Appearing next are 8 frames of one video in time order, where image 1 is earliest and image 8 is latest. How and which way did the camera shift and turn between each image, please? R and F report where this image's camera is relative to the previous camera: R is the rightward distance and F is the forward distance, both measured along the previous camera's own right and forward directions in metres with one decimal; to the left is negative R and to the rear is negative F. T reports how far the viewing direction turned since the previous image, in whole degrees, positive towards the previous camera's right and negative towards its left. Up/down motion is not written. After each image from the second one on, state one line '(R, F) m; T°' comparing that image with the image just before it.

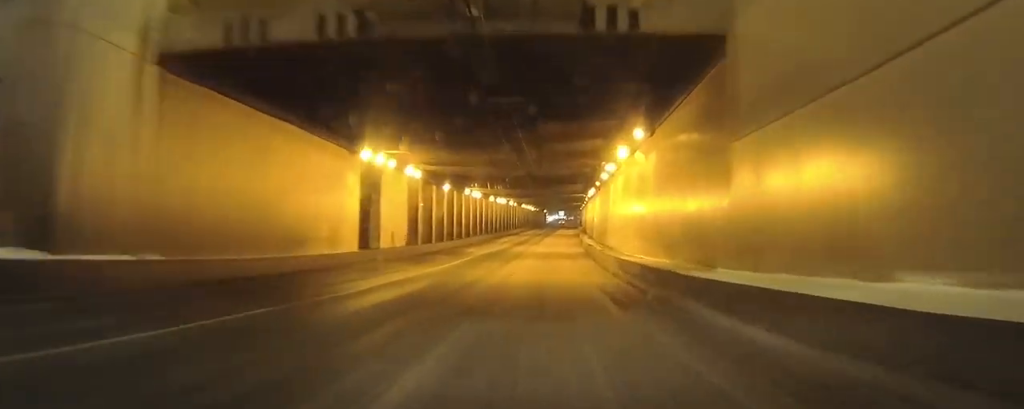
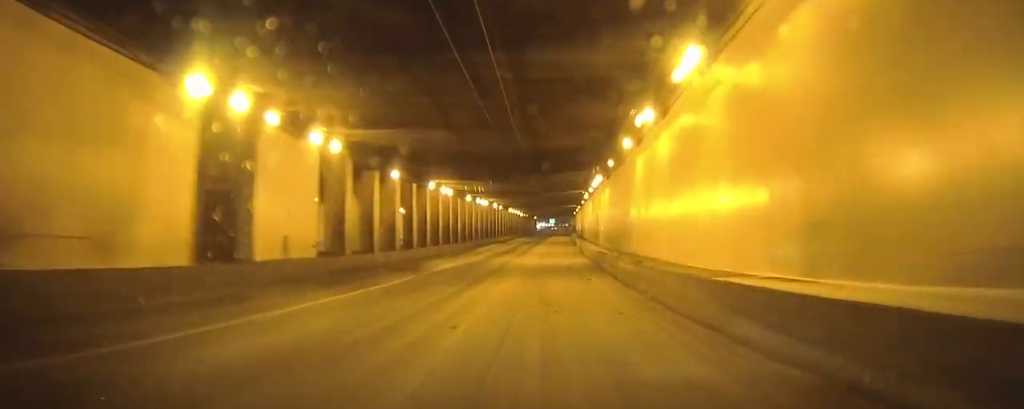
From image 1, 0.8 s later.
(+0.1, +12.4) m; 0°
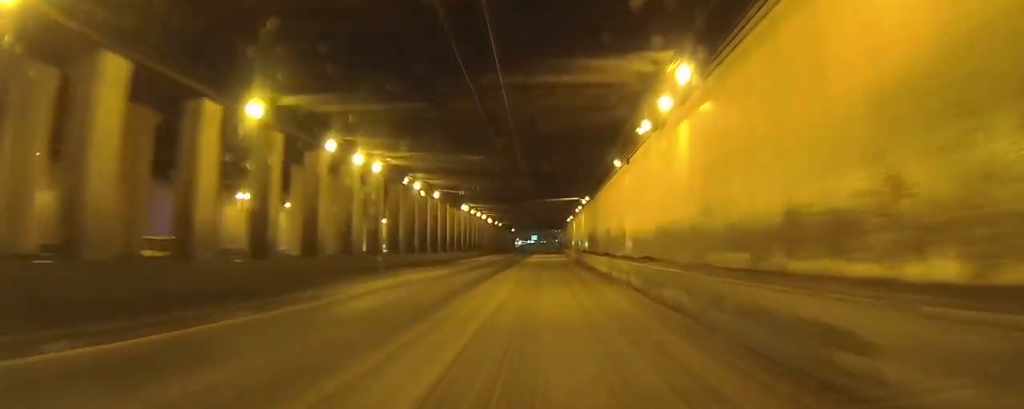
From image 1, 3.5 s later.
(-0.2, +39.9) m; 0°
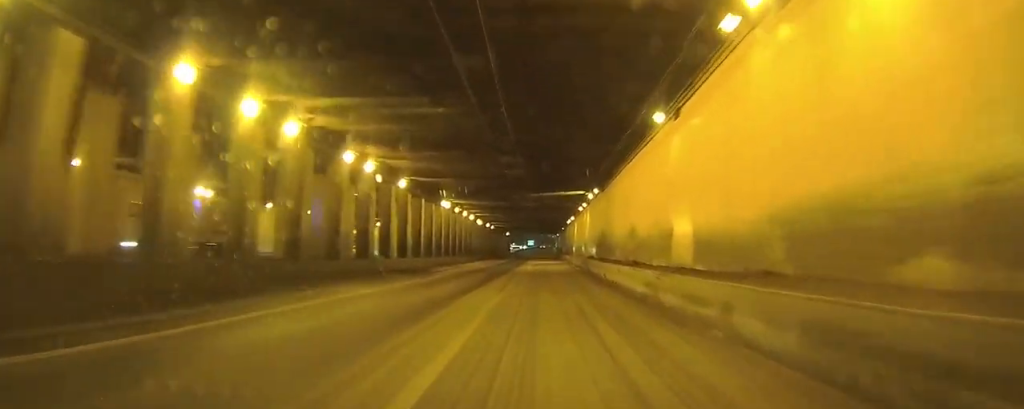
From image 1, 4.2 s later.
(0.0, +9.8) m; 0°
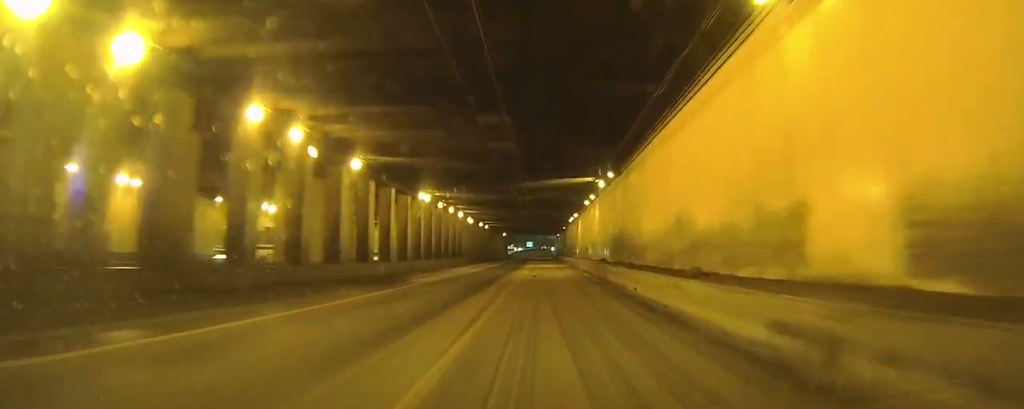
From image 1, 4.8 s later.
(0.0, +8.4) m; 0°
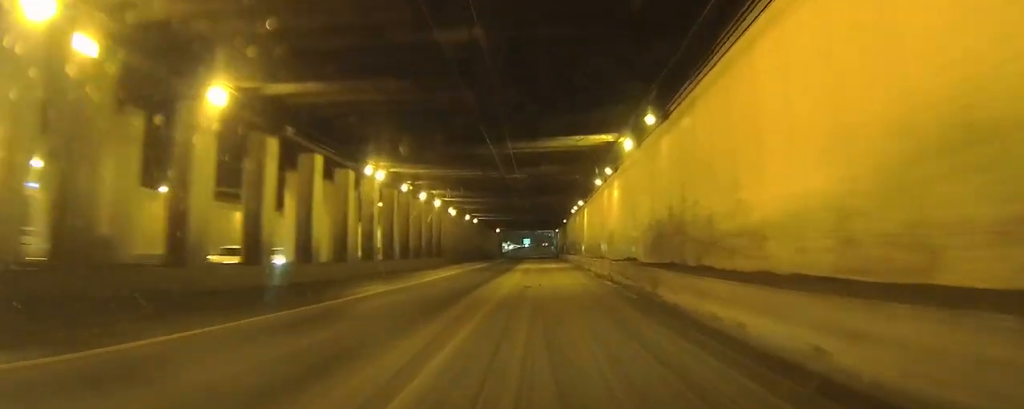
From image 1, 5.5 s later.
(0.0, +11.3) m; 0°
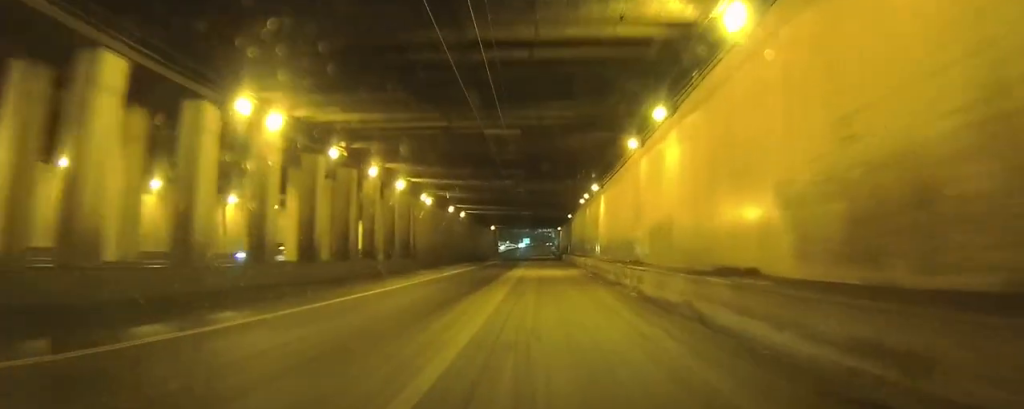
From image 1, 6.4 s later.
(0.0, +12.3) m; 0°
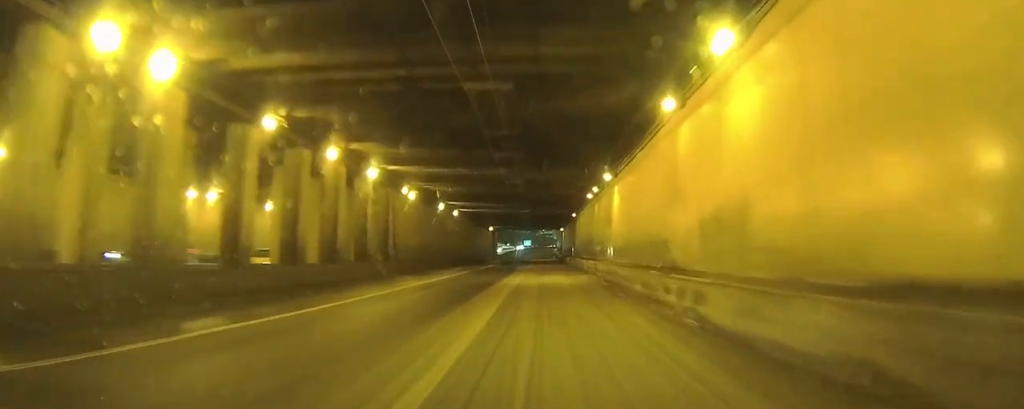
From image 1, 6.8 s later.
(0.0, +5.9) m; 0°
